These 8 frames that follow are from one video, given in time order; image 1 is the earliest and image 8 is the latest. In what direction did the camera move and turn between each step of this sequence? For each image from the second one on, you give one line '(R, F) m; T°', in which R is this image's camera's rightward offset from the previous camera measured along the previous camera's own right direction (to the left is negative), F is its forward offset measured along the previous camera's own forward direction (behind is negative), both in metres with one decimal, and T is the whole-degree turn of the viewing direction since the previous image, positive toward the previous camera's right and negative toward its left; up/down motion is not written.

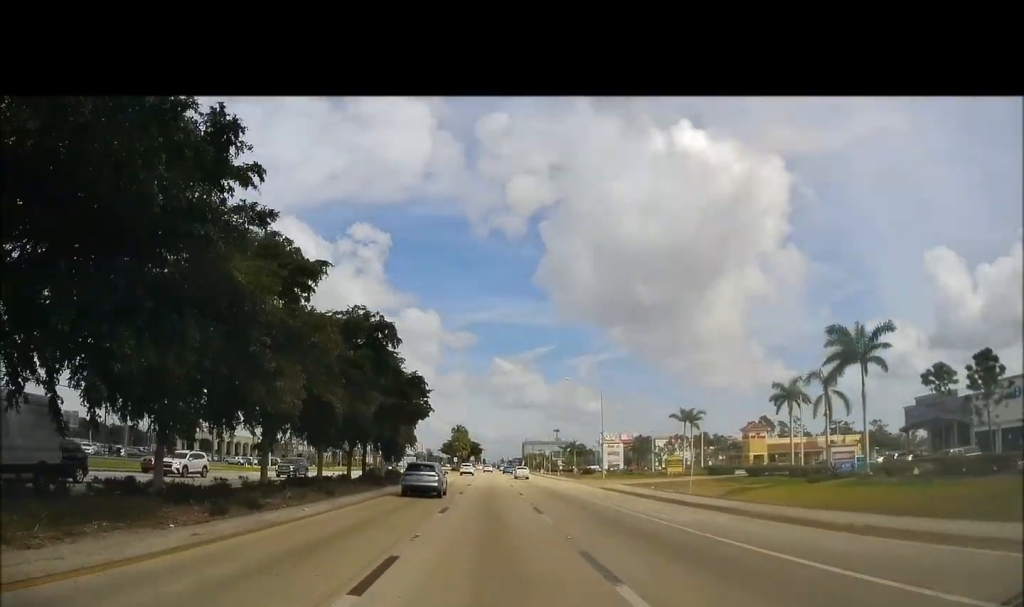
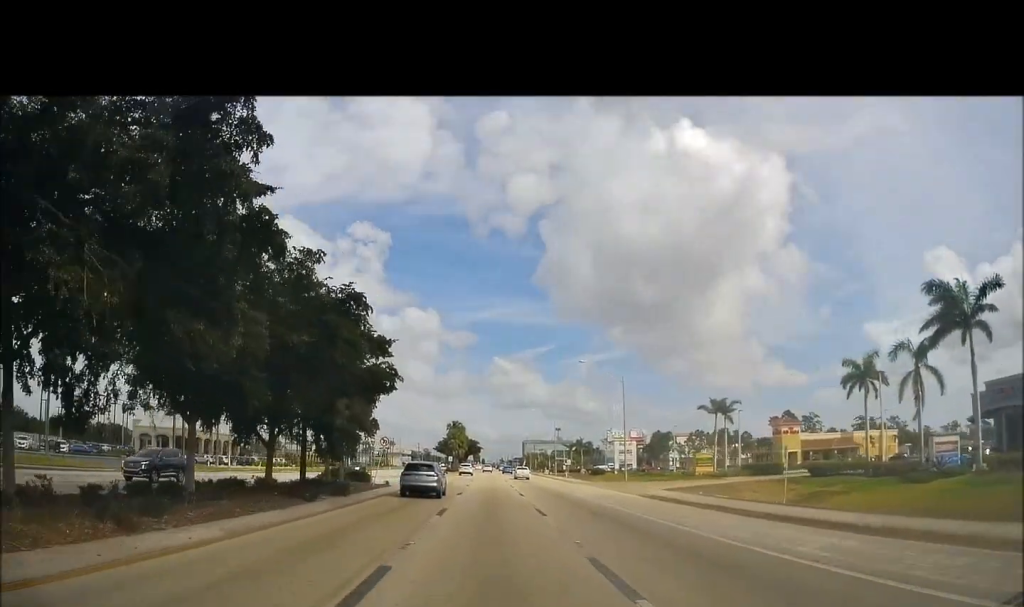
(+0.3, +13.7) m; 0°
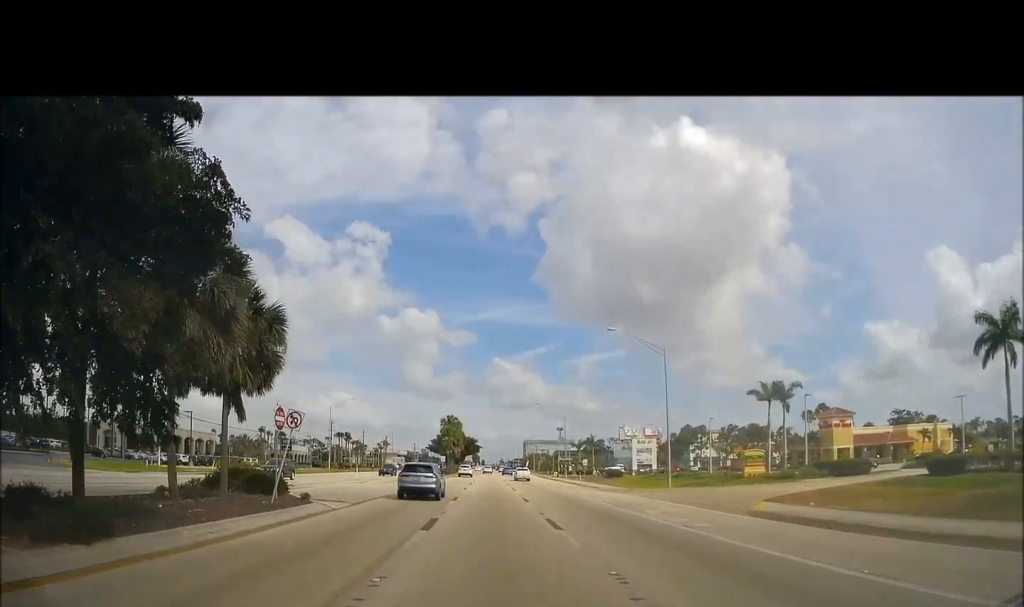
(-0.2, +16.7) m; 0°
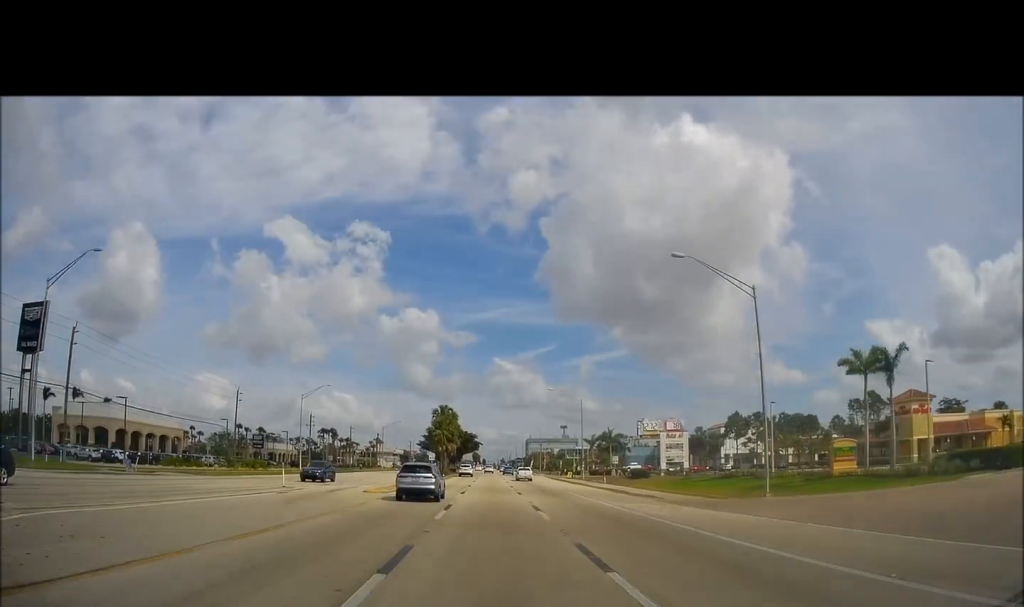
(+0.1, +18.8) m; 0°
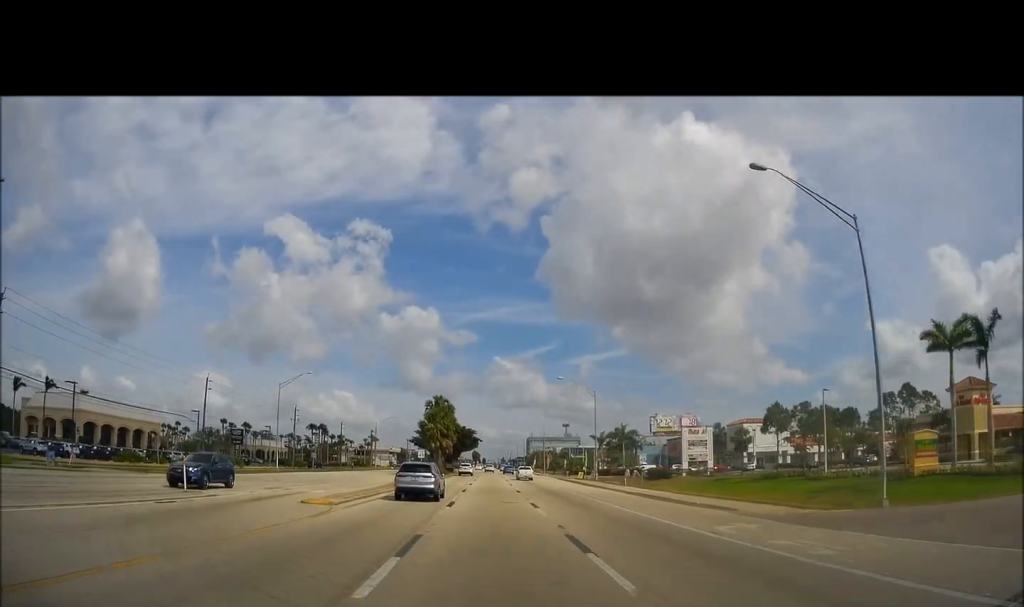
(+0.2, +11.2) m; 0°
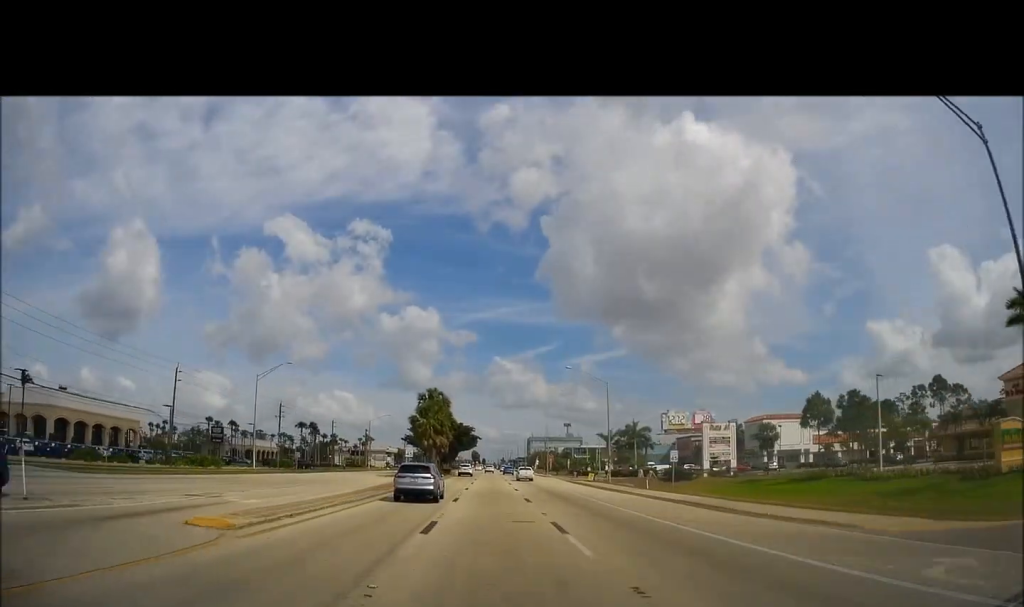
(-0.1, +8.8) m; 0°
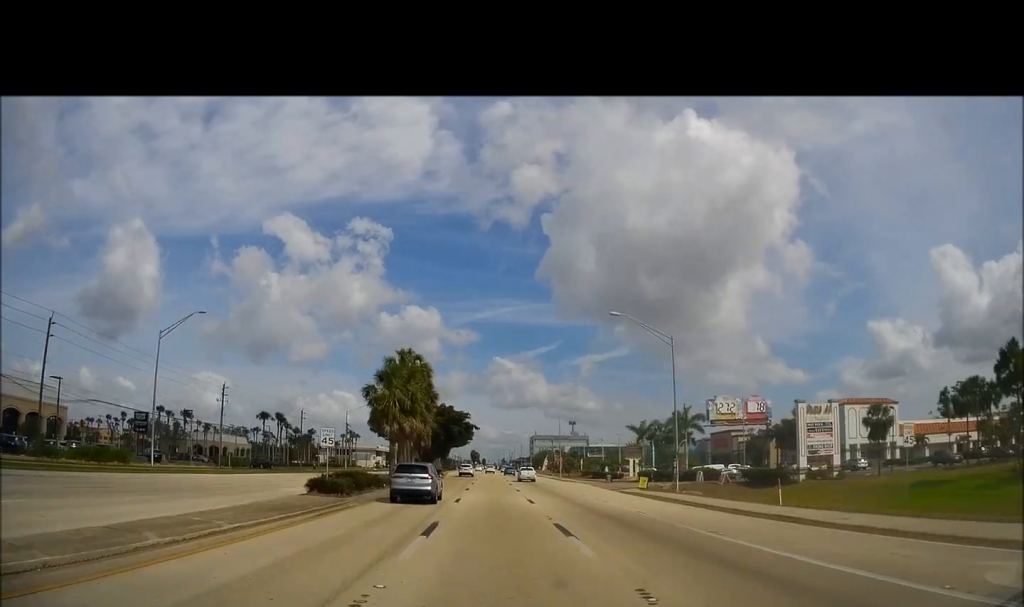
(-0.1, +25.6) m; +1°
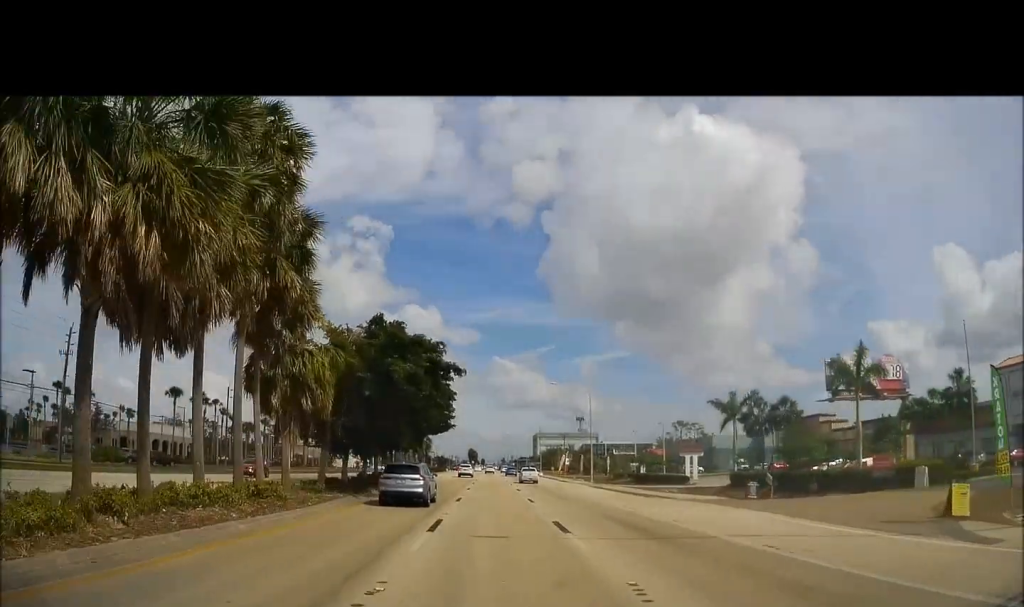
(+0.4, +36.5) m; 0°
